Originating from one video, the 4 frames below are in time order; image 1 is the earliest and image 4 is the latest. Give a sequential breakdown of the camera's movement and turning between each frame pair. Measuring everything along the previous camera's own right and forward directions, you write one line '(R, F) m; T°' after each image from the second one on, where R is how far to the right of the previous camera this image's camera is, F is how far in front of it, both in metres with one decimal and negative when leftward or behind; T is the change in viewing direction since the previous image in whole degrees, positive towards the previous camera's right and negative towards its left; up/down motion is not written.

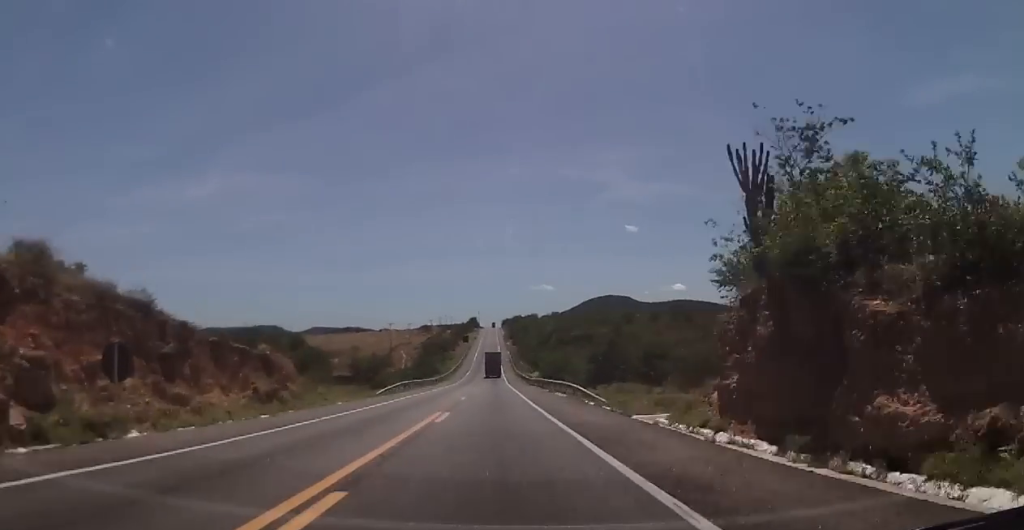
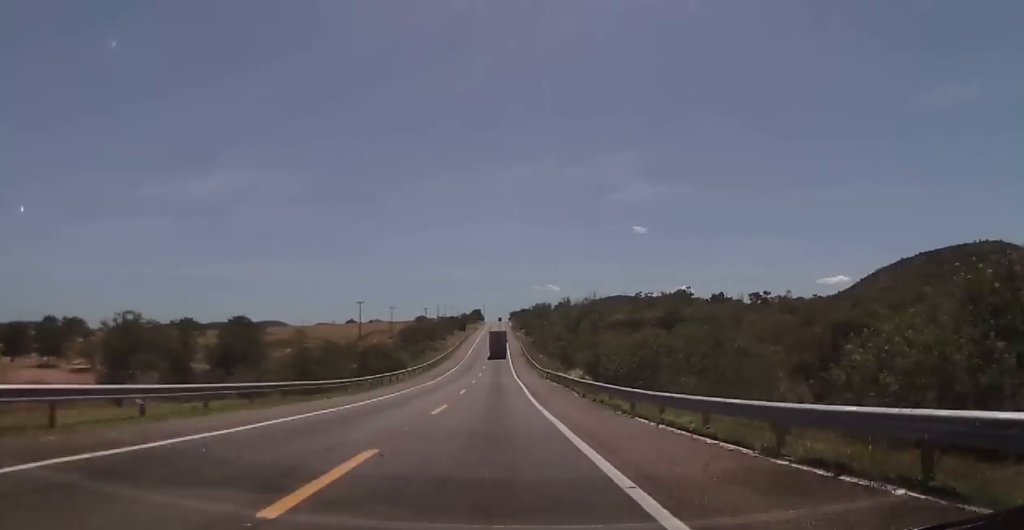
(-0.3, +57.6) m; 0°
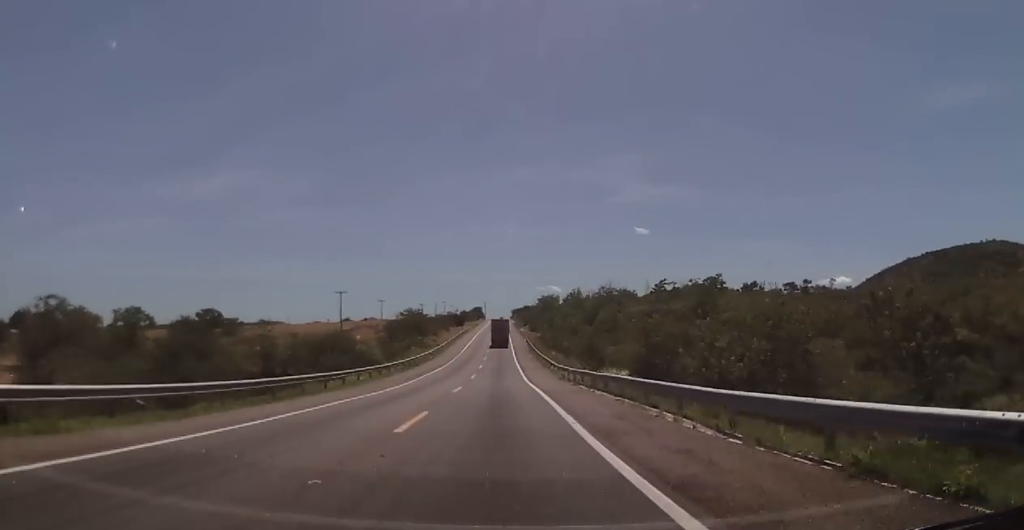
(0.0, +21.3) m; +1°
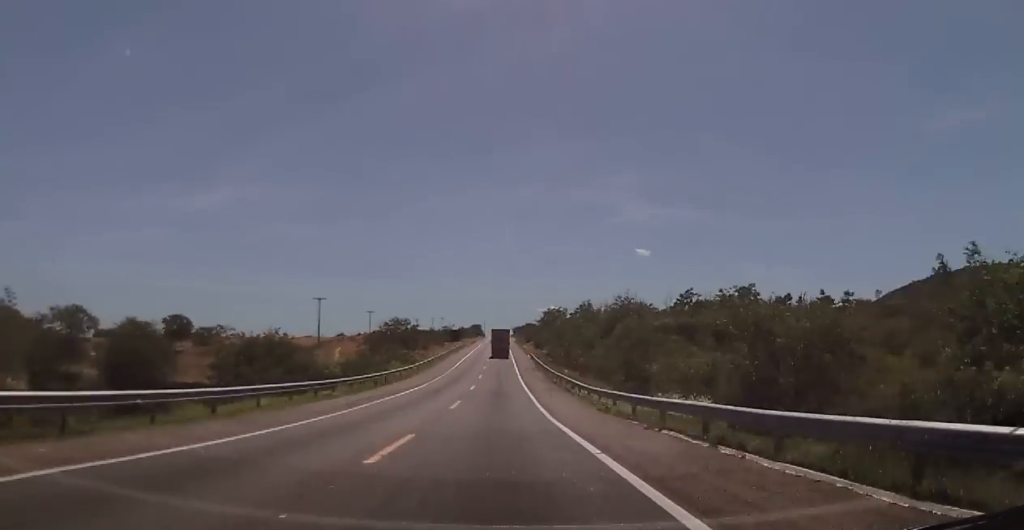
(+0.1, +17.7) m; 0°
